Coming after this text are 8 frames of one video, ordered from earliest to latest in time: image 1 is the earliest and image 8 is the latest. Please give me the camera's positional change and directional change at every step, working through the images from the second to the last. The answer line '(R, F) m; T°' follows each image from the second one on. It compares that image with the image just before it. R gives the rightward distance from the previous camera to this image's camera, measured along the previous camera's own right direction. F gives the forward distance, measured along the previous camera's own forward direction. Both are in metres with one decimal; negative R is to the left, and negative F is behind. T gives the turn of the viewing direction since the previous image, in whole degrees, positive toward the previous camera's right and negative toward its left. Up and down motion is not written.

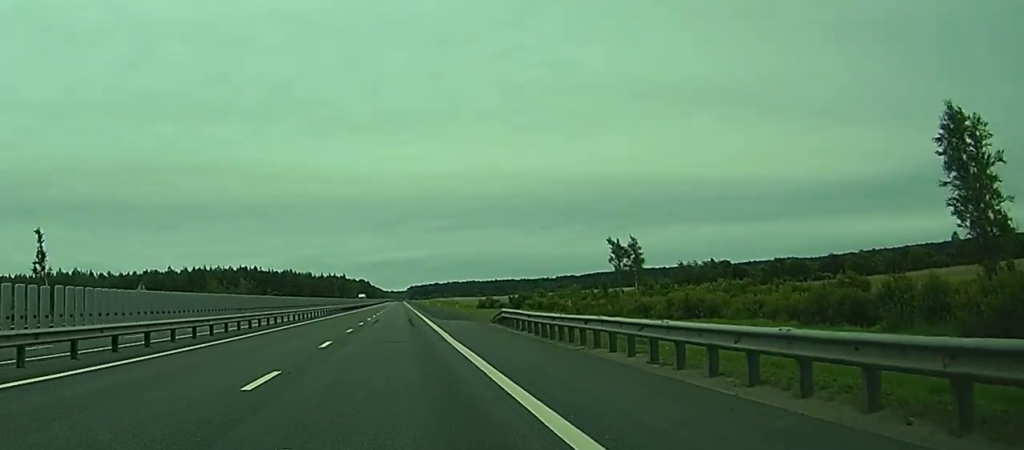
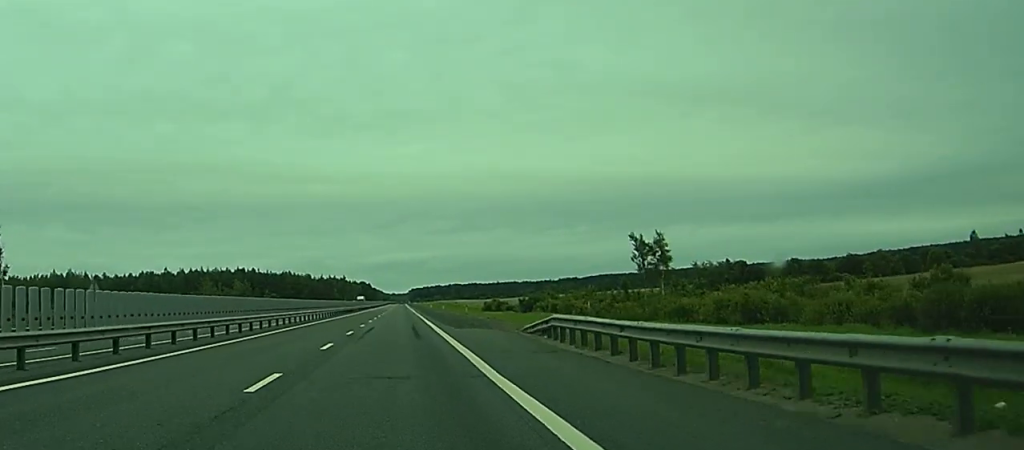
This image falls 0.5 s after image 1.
(0.0, +11.9) m; 0°
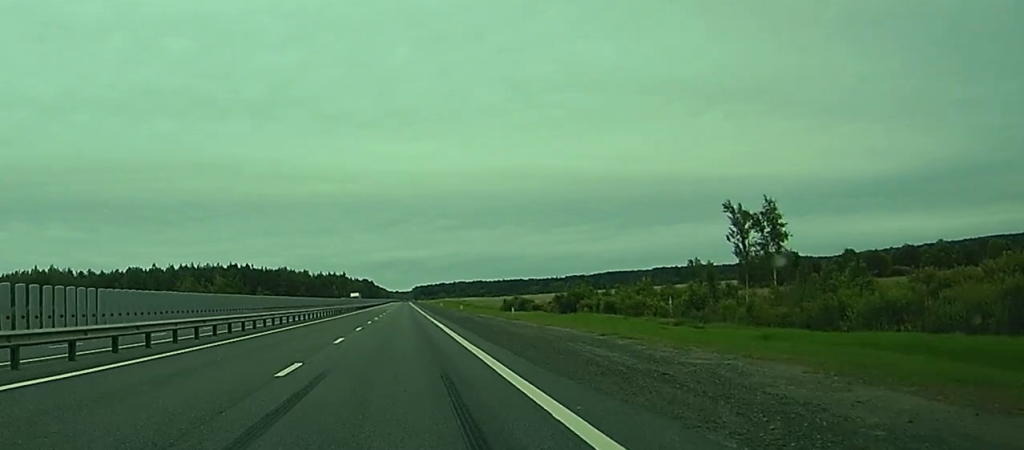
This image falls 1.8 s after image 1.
(0.0, +33.3) m; 0°
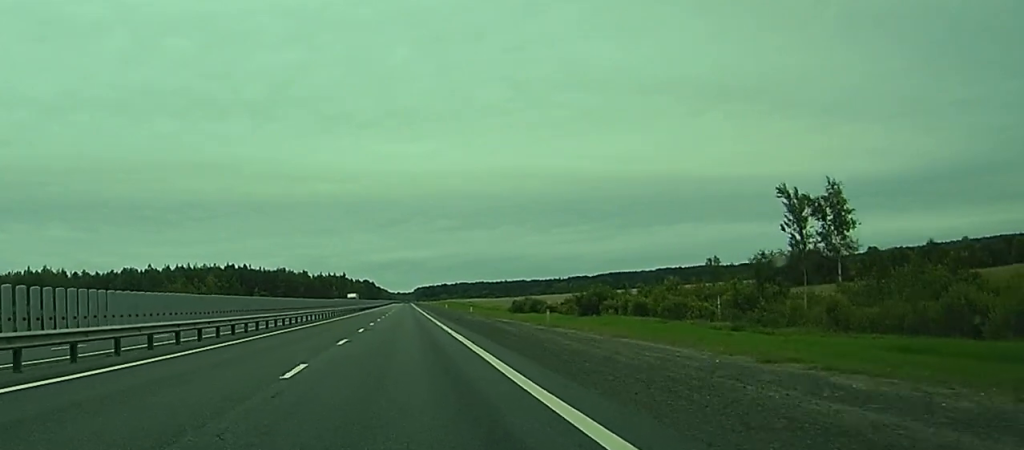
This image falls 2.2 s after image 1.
(0.0, +12.1) m; 0°
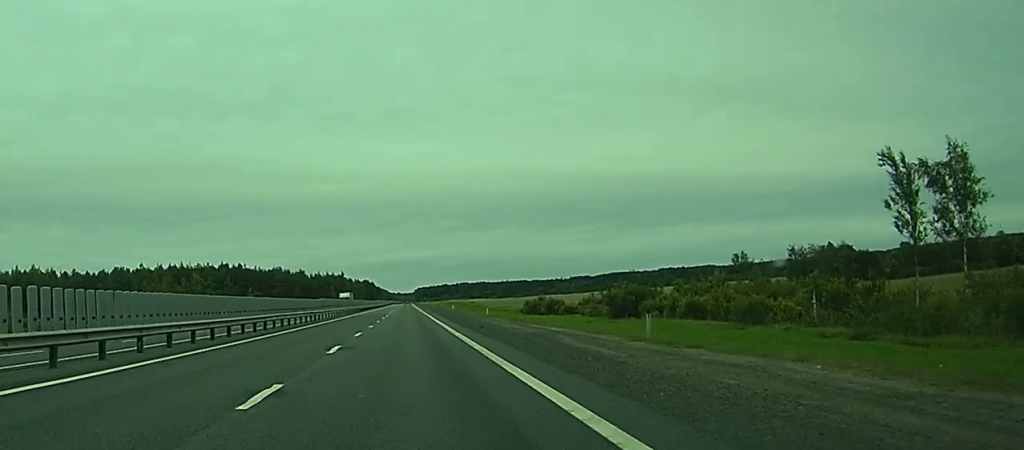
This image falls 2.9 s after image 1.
(0.0, +16.4) m; 0°
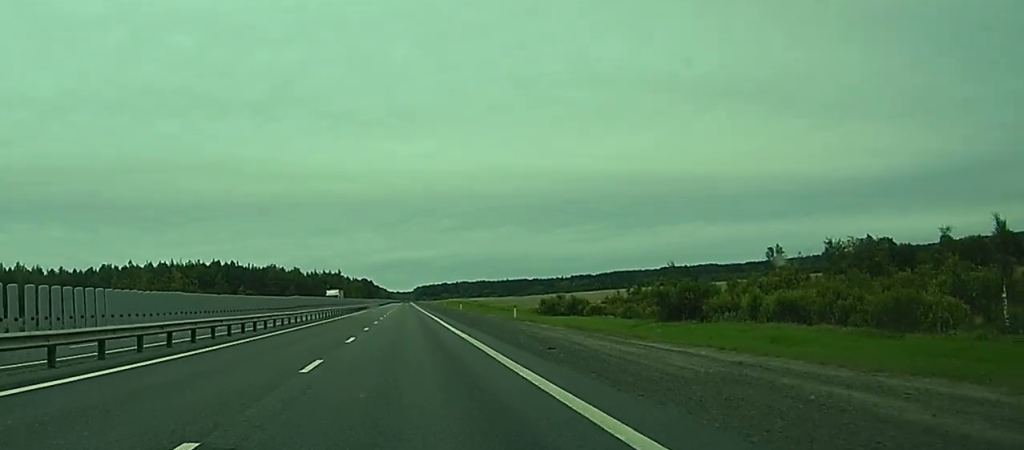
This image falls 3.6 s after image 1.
(0.0, +18.2) m; 0°
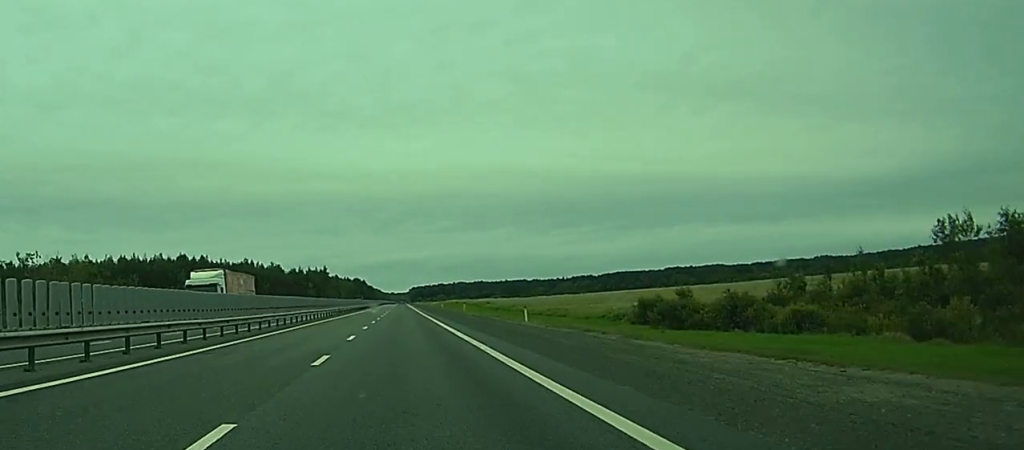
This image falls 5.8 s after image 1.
(-0.1, +57.5) m; 0°
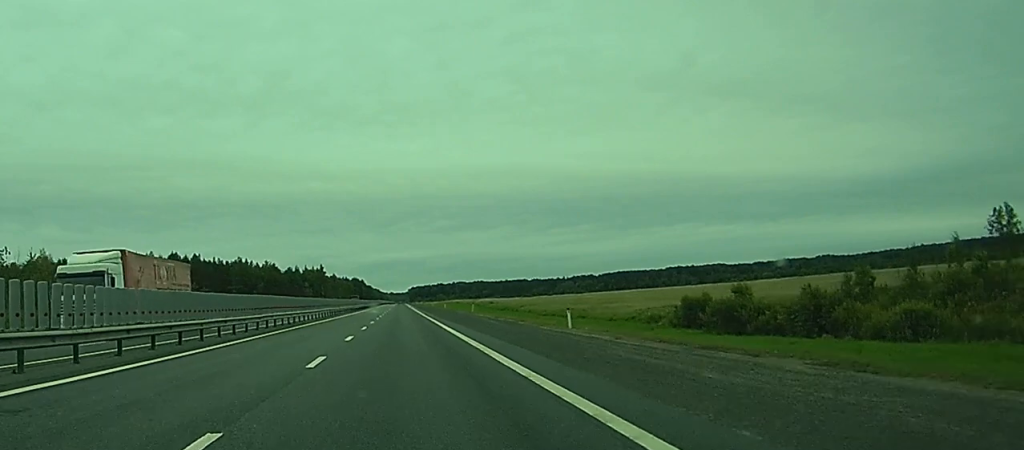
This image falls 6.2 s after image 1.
(+0.1, +12.2) m; 0°
